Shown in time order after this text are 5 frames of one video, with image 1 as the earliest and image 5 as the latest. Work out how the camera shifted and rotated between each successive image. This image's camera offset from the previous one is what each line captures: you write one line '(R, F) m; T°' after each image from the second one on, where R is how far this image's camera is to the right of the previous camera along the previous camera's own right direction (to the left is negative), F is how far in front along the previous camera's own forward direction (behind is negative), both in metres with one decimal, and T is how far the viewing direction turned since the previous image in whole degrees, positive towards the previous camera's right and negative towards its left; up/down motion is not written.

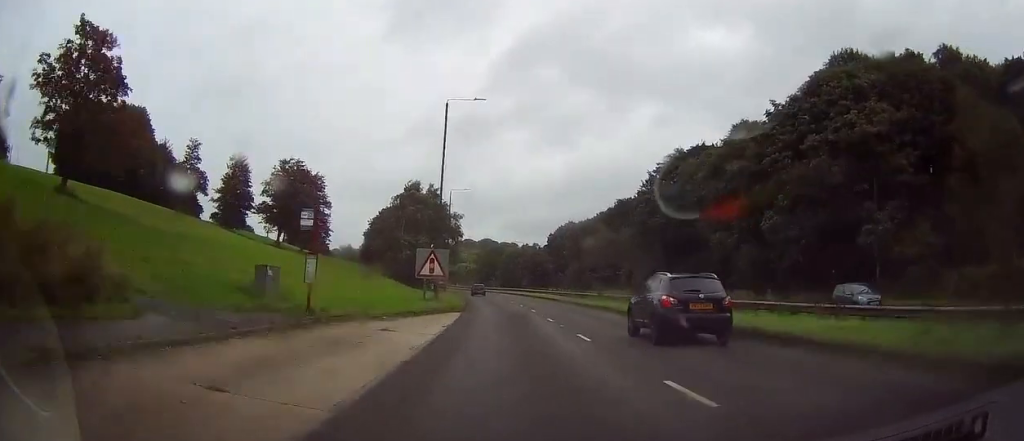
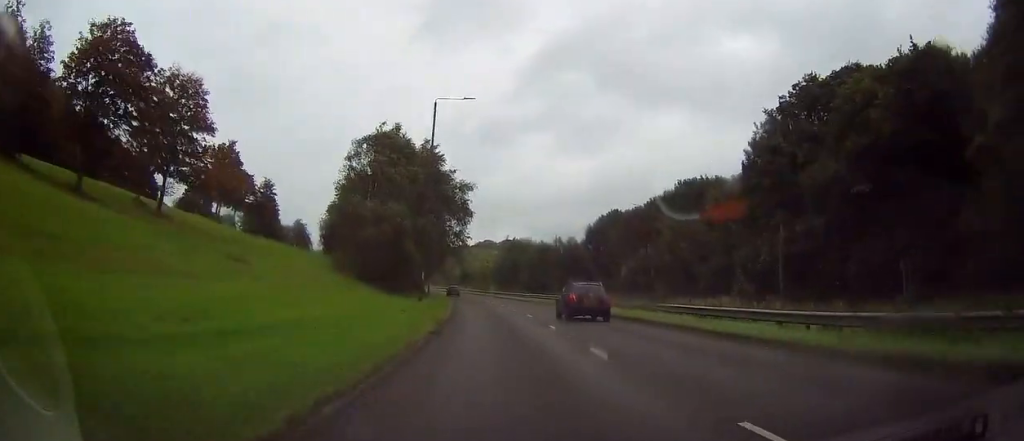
(-1.0, +39.7) m; -2°
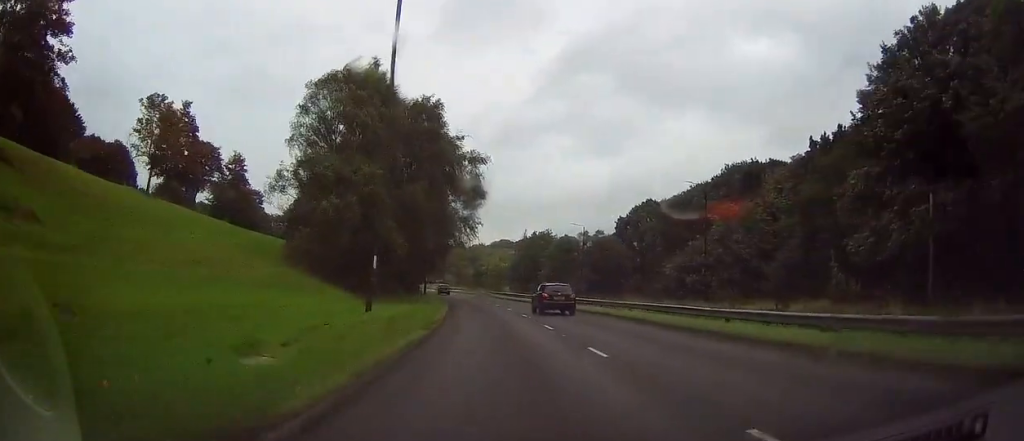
(0.0, +18.8) m; -2°
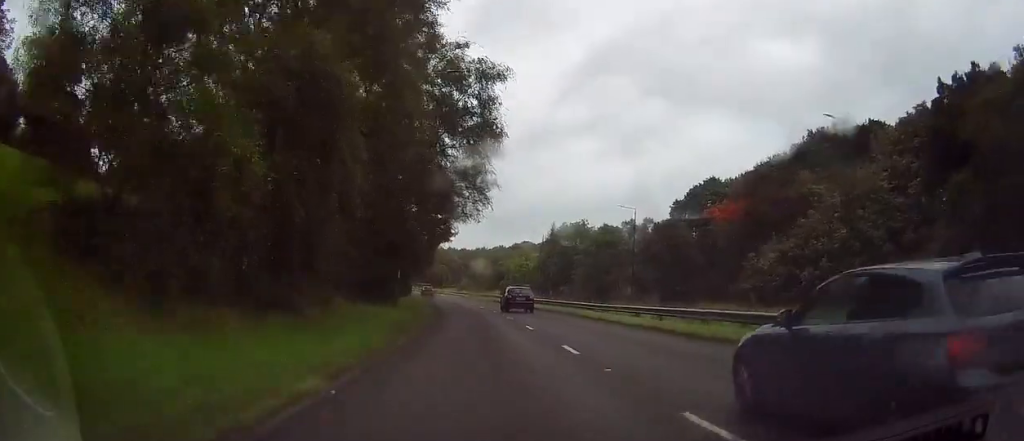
(-0.7, +26.1) m; -2°
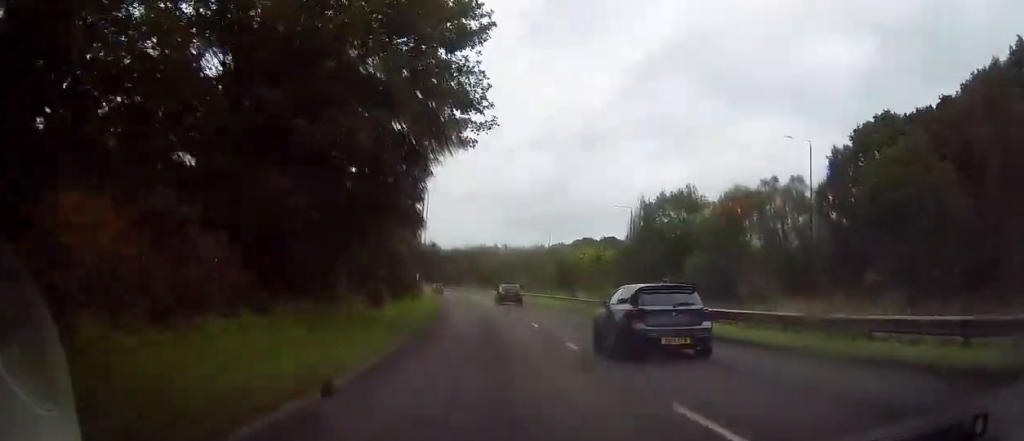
(-0.6, +36.0) m; -4°
